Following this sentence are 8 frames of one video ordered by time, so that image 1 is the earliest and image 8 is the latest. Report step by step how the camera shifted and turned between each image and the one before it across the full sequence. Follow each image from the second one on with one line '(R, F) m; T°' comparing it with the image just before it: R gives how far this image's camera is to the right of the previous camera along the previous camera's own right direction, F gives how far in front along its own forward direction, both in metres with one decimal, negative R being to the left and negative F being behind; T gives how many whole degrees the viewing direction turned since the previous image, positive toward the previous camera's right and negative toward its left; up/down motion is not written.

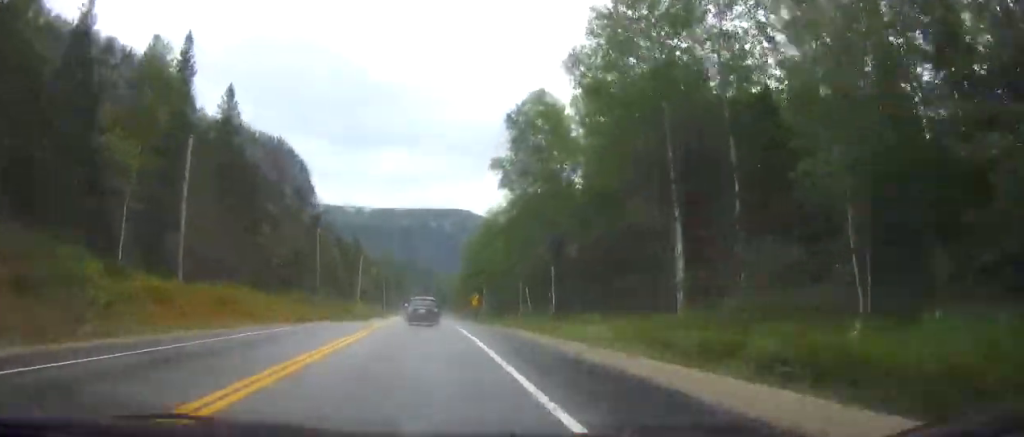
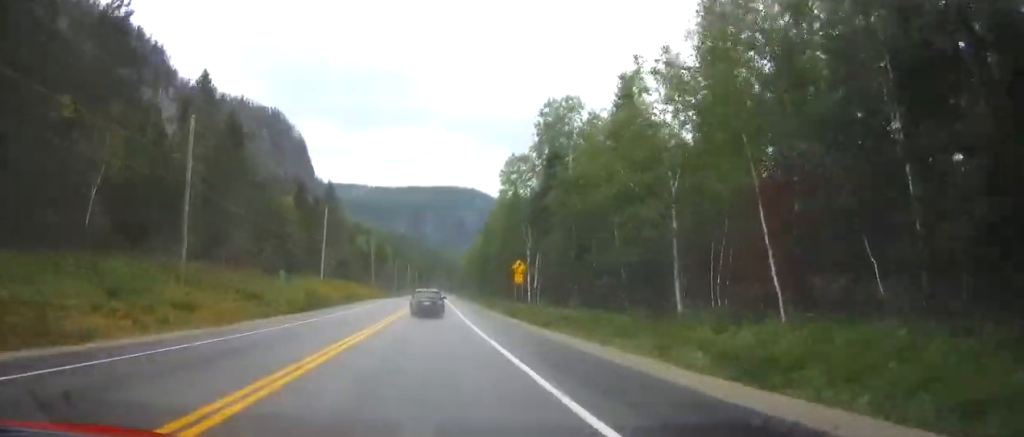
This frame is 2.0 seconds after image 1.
(-0.3, +52.4) m; 0°
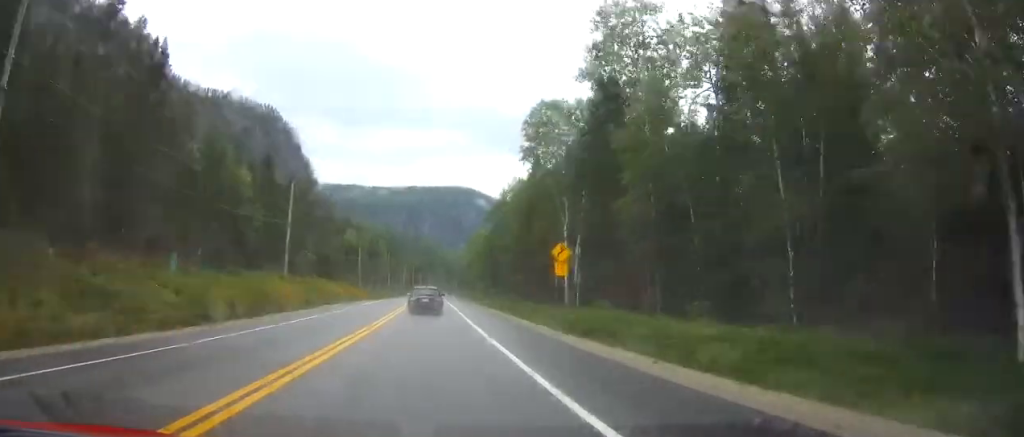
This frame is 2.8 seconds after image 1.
(0.0, +21.4) m; 0°
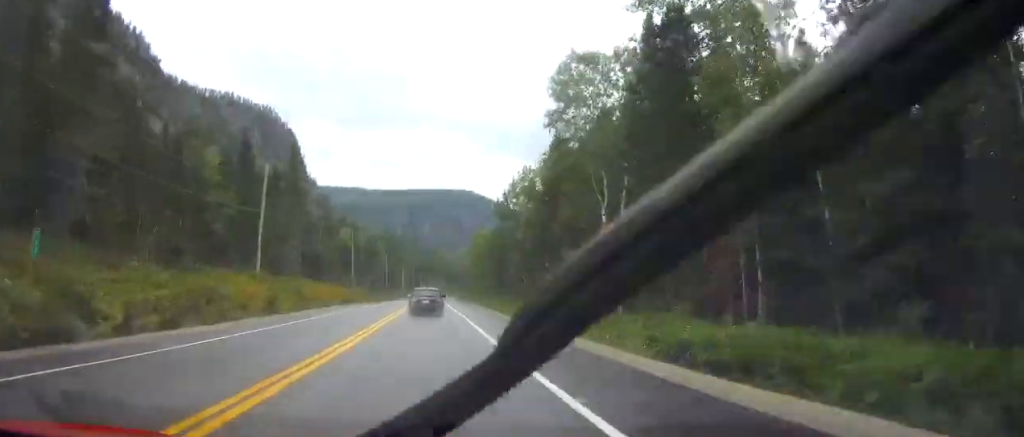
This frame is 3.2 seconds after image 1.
(0.0, +11.6) m; 0°
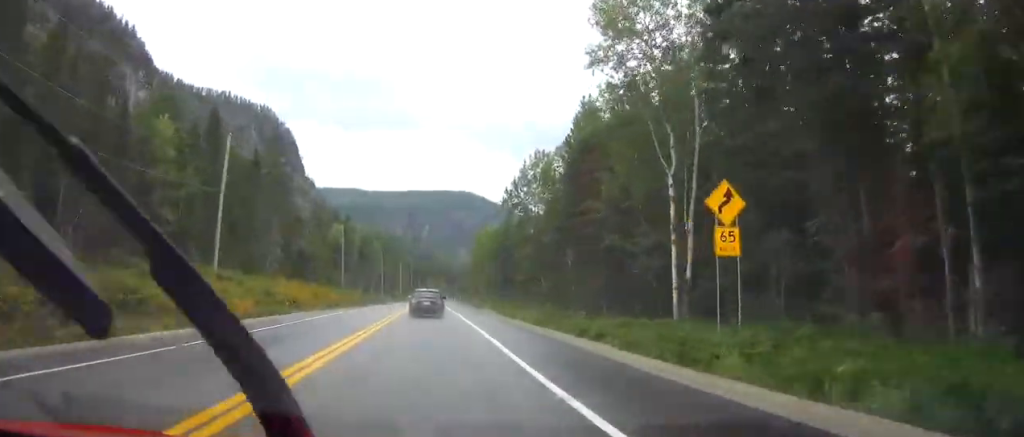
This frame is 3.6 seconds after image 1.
(0.0, +11.6) m; 0°
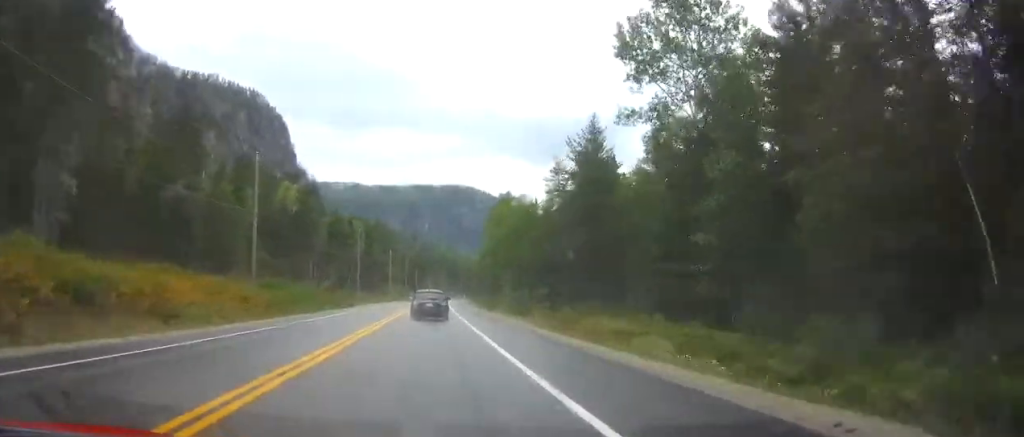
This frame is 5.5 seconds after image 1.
(+0.2, +50.7) m; 0°
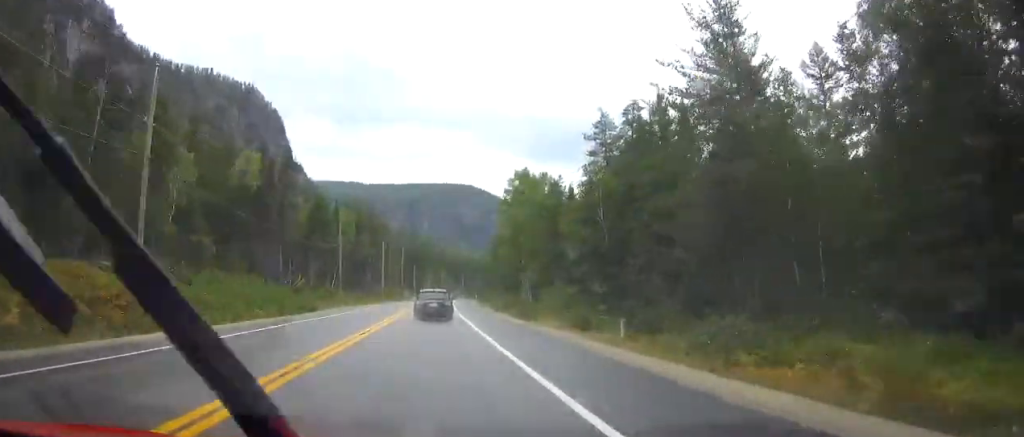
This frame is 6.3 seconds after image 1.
(-0.1, +21.0) m; 0°
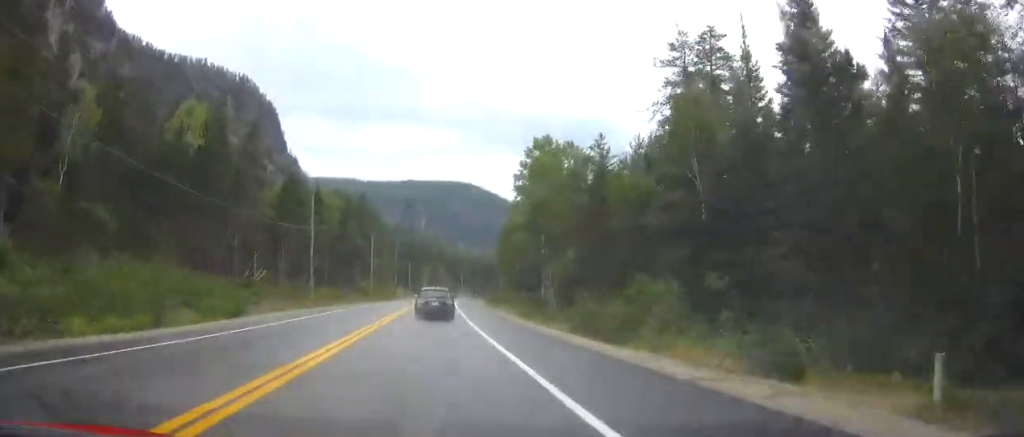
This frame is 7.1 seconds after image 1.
(0.0, +18.9) m; 0°
